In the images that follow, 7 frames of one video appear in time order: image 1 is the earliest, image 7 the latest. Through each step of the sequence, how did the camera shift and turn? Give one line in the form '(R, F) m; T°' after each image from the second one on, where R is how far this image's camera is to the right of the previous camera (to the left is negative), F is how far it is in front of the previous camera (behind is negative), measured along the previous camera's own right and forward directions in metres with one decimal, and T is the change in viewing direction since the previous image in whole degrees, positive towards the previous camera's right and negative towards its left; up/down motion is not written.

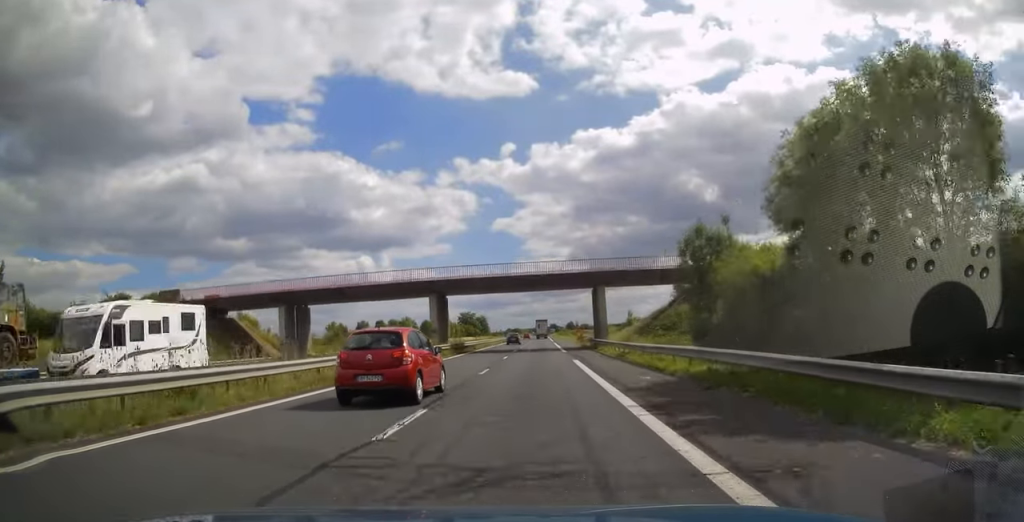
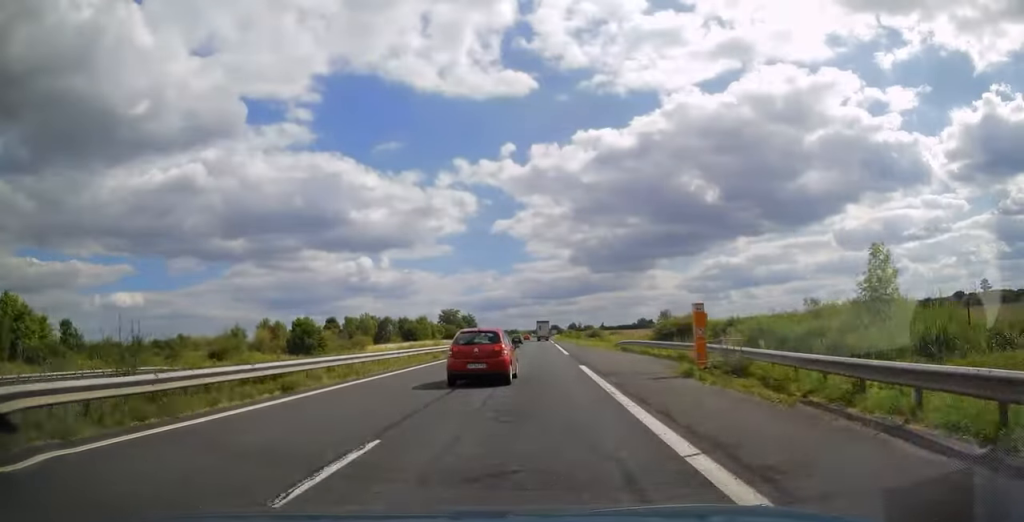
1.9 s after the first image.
(+0.2, +54.8) m; 0°
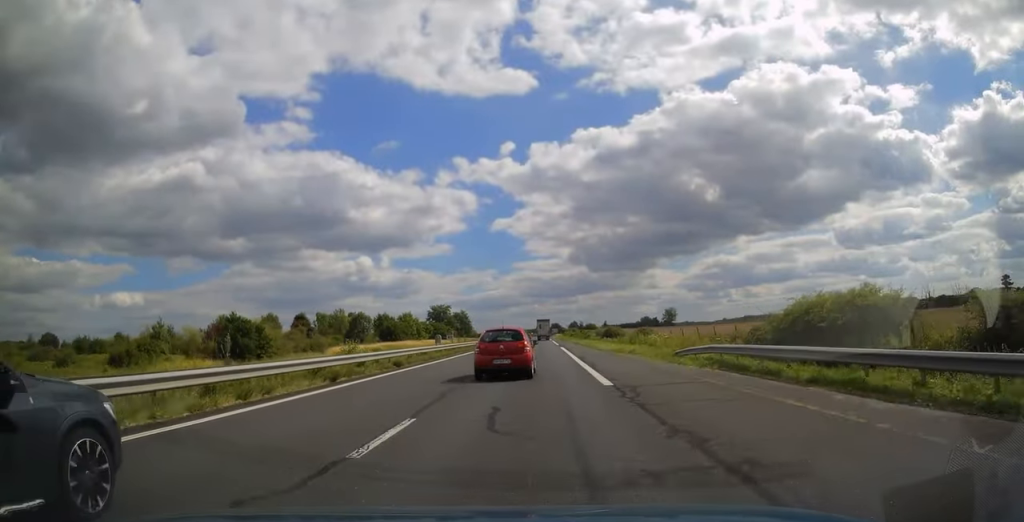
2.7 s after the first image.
(0.0, +24.1) m; 0°
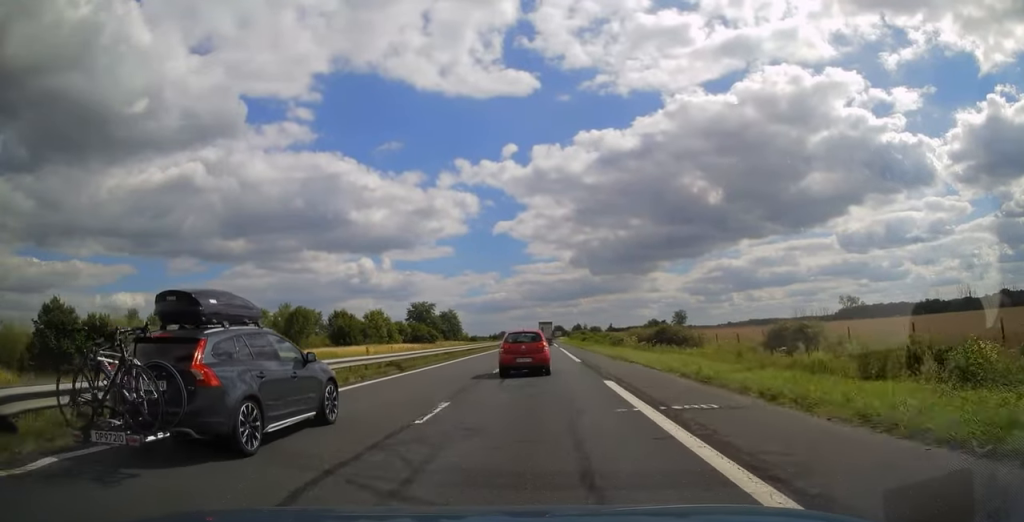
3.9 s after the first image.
(0.0, +36.3) m; 0°
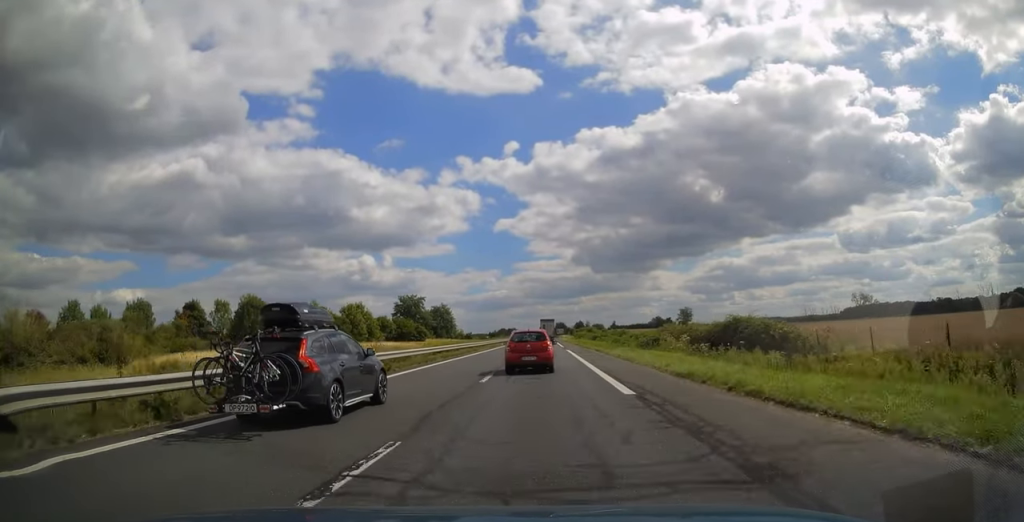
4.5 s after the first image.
(0.0, +17.6) m; 0°
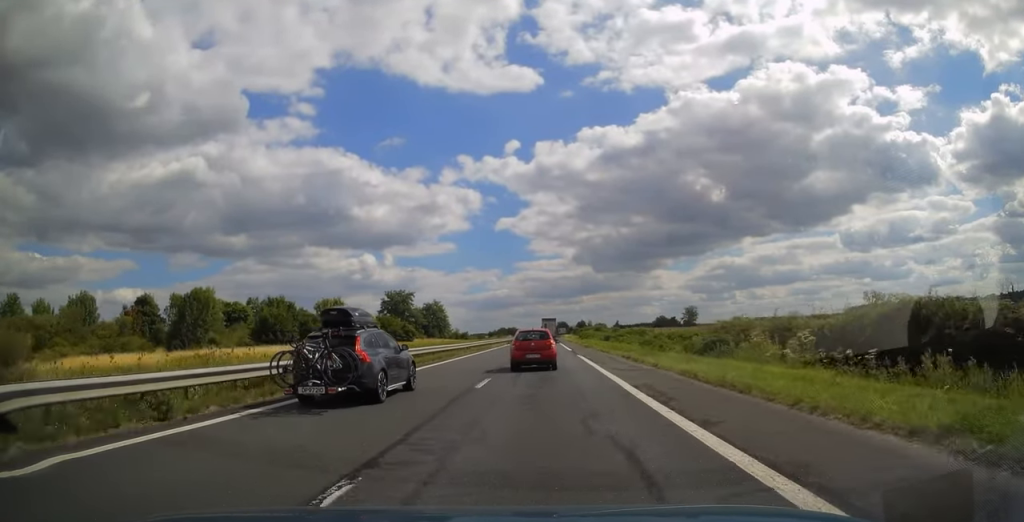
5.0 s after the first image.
(+0.1, +15.2) m; 0°
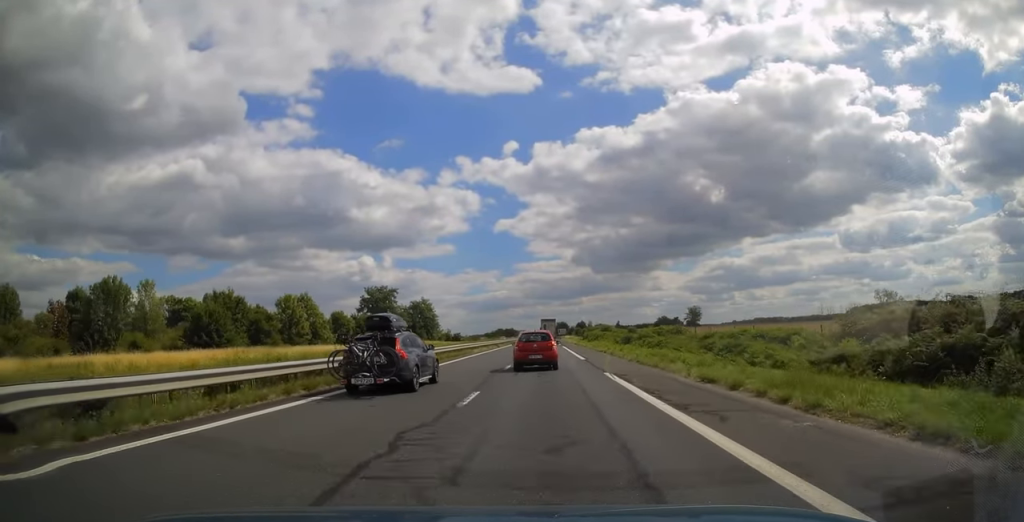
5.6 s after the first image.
(0.0, +16.6) m; 0°
